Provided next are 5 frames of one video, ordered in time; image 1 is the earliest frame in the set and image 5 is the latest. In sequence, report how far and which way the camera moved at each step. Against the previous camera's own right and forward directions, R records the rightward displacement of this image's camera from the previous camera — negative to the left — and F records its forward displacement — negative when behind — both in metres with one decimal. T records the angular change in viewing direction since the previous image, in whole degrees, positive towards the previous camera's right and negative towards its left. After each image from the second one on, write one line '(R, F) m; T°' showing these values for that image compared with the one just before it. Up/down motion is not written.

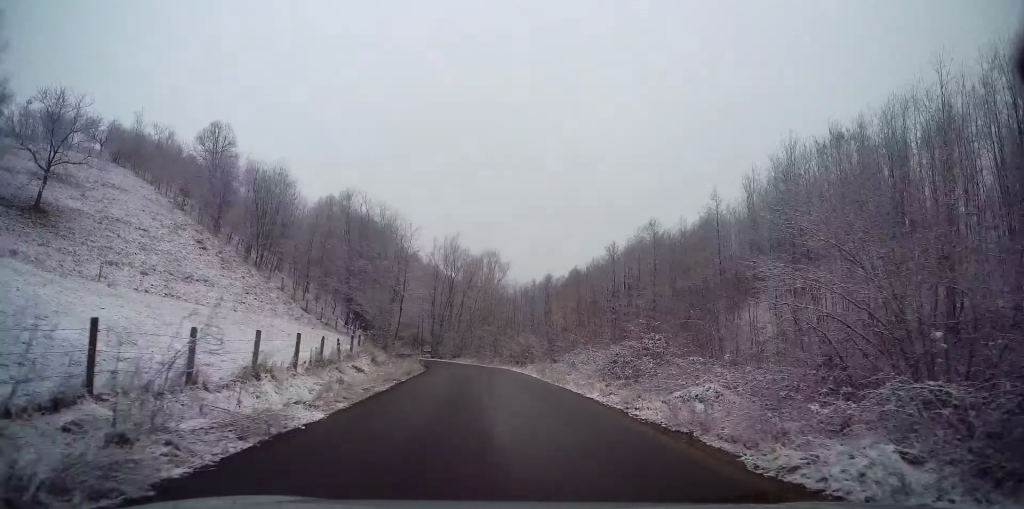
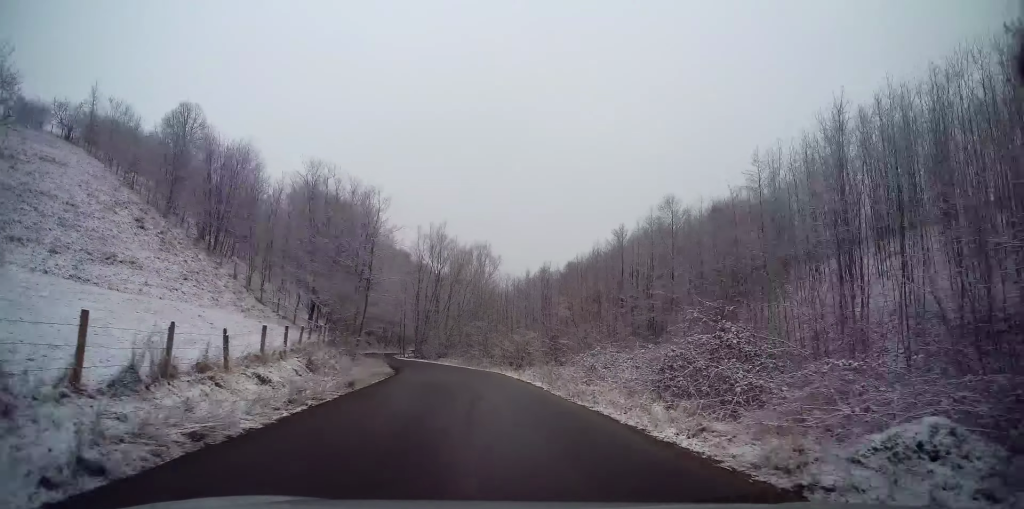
(+0.2, +7.4) m; 0°
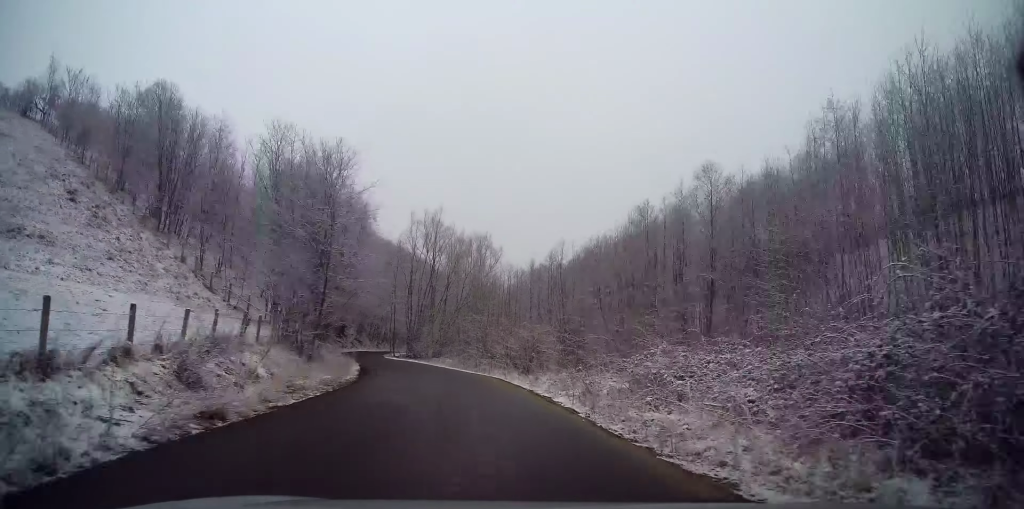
(0.0, +7.4) m; -1°
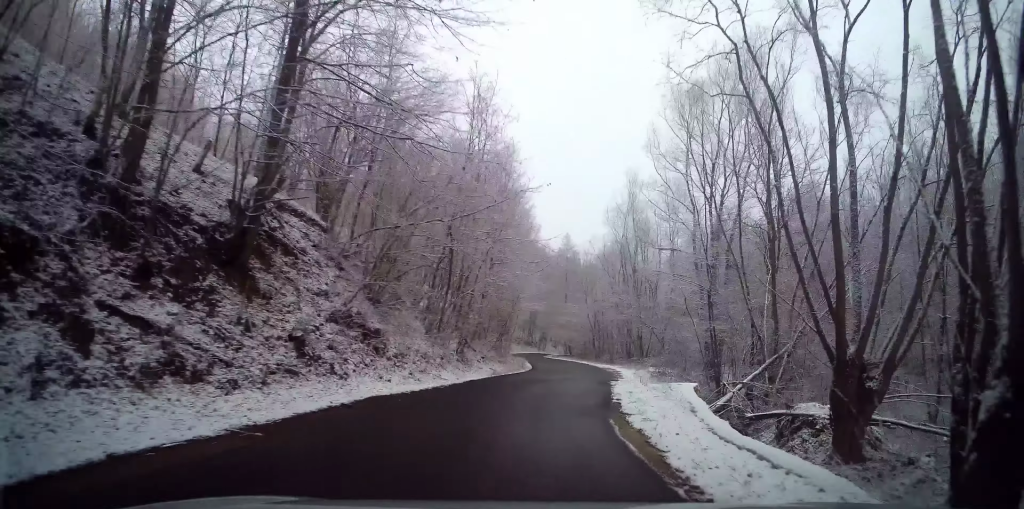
(-12.9, +67.0) m; -9°
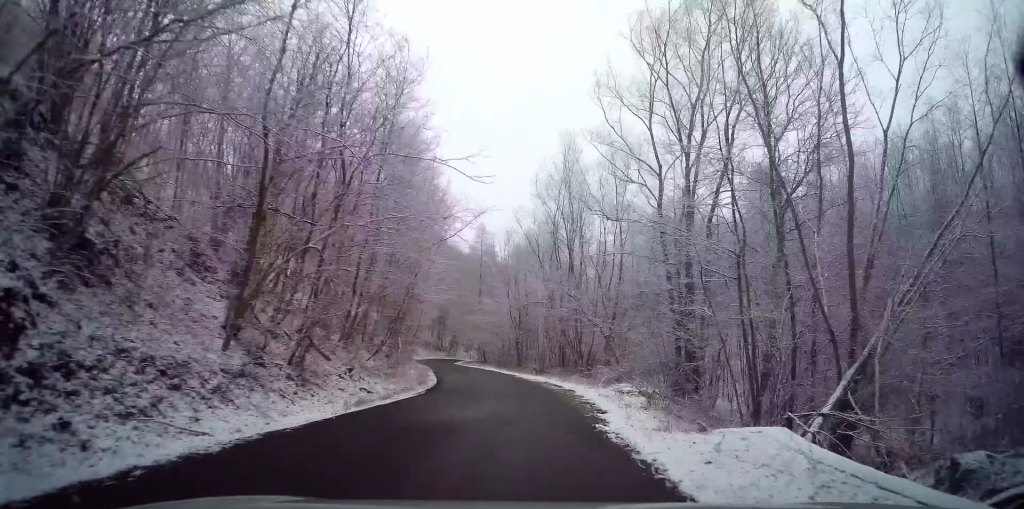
(+0.9, +11.1) m; +7°
